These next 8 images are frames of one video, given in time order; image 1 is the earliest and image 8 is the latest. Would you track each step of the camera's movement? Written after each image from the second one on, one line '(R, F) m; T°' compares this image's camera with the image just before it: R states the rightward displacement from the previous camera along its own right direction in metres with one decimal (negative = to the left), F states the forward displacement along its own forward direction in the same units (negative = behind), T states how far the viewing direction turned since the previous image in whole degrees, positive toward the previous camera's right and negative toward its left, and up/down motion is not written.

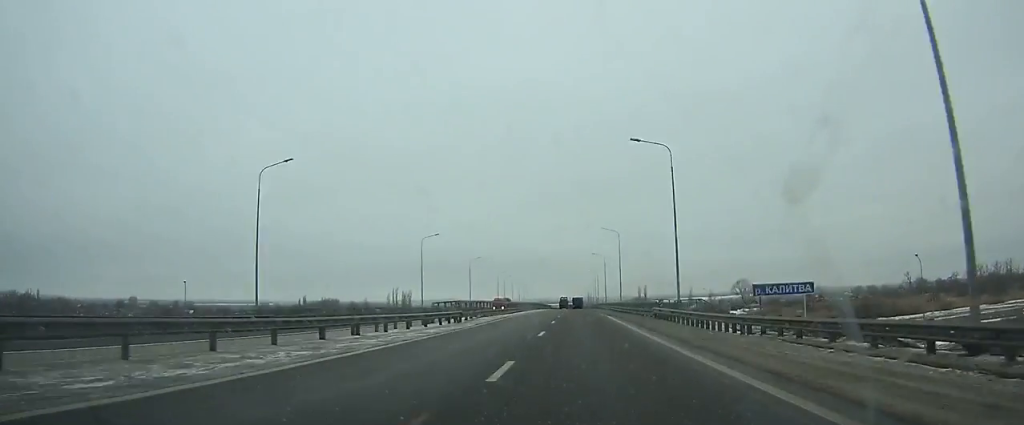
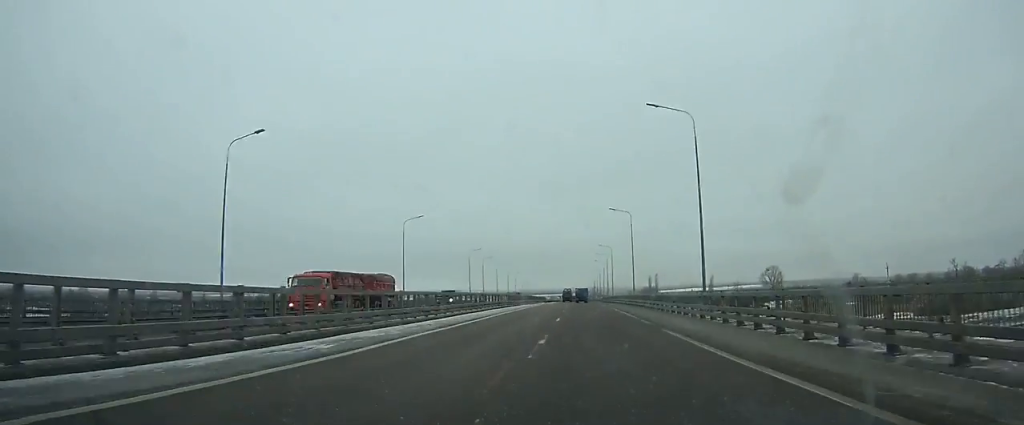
(-0.1, +53.4) m; 0°
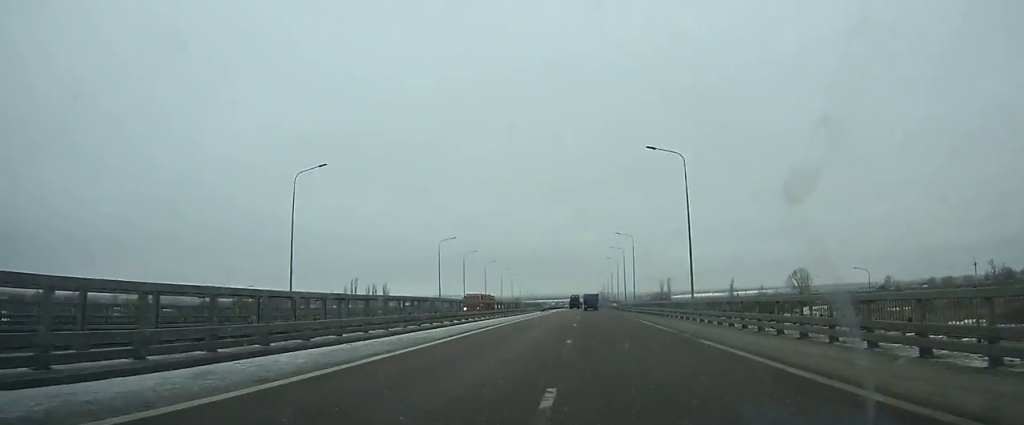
(0.0, +33.7) m; 0°
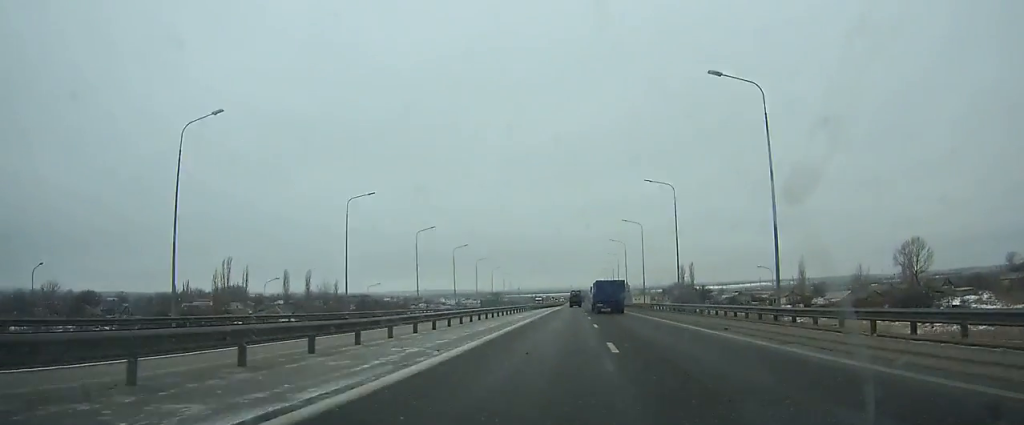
(0.0, +111.9) m; 0°
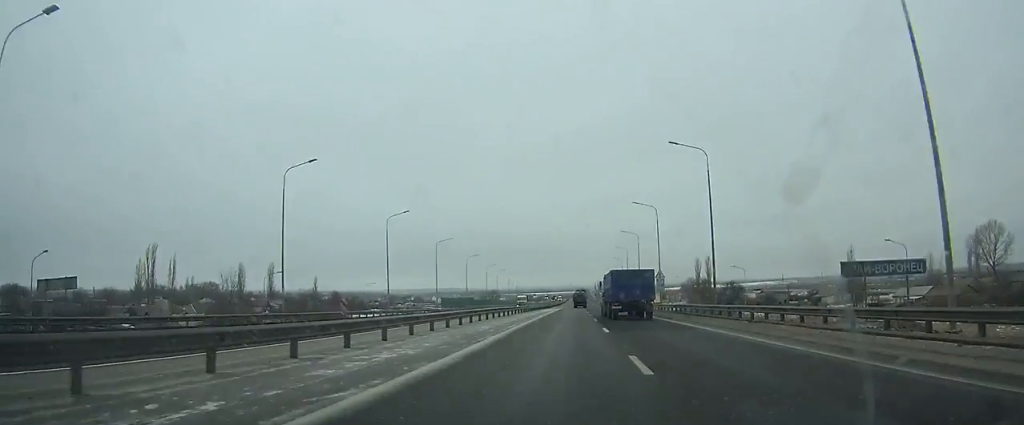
(0.0, +40.3) m; 0°
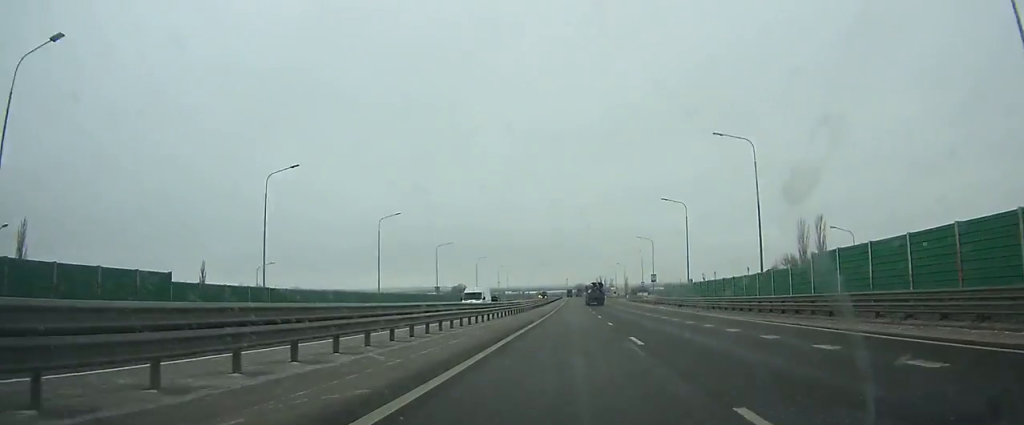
(+0.6, +139.5) m; 0°
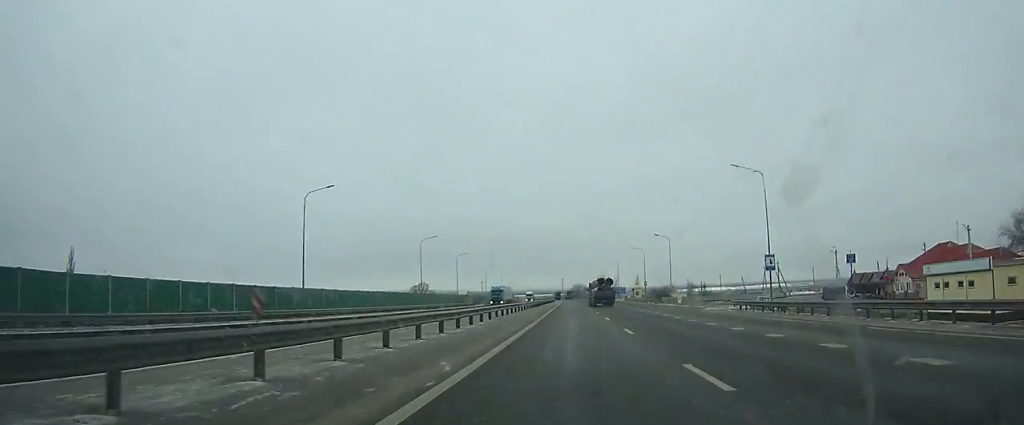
(+0.4, +92.4) m; 0°
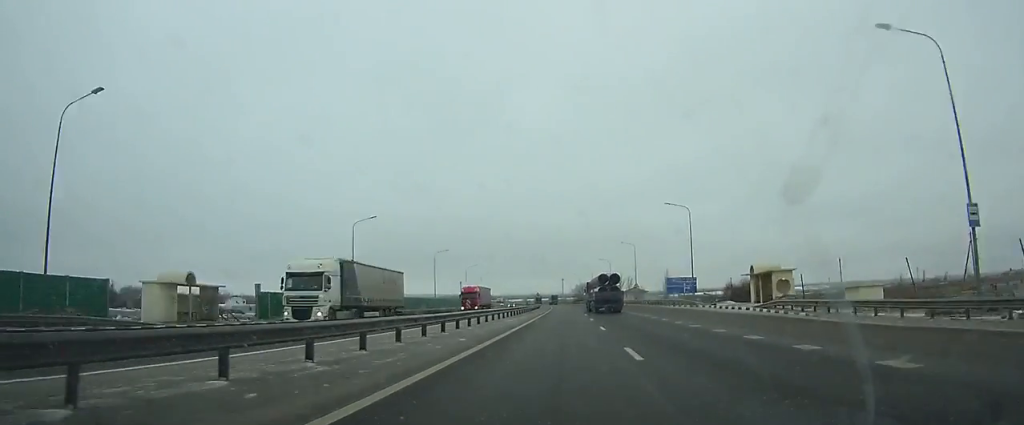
(0.0, +107.5) m; -1°
